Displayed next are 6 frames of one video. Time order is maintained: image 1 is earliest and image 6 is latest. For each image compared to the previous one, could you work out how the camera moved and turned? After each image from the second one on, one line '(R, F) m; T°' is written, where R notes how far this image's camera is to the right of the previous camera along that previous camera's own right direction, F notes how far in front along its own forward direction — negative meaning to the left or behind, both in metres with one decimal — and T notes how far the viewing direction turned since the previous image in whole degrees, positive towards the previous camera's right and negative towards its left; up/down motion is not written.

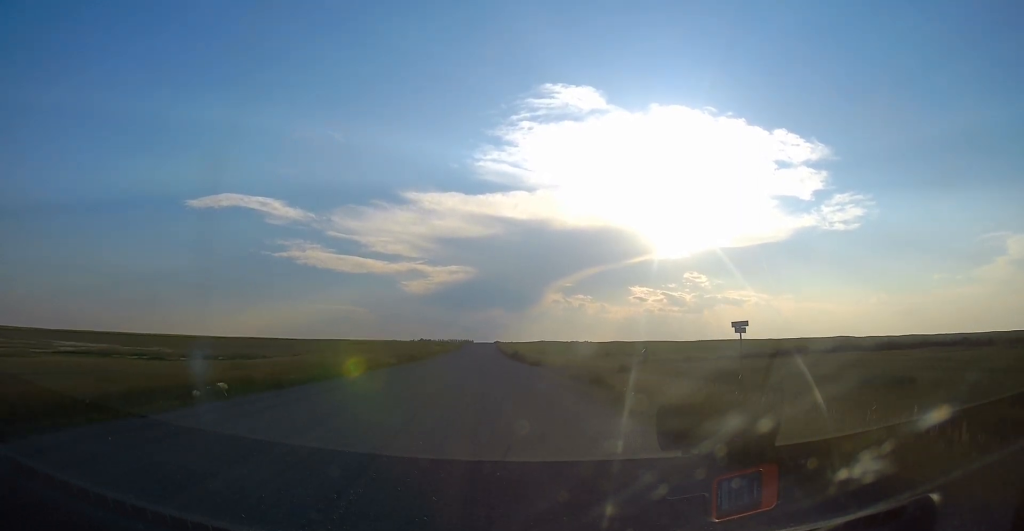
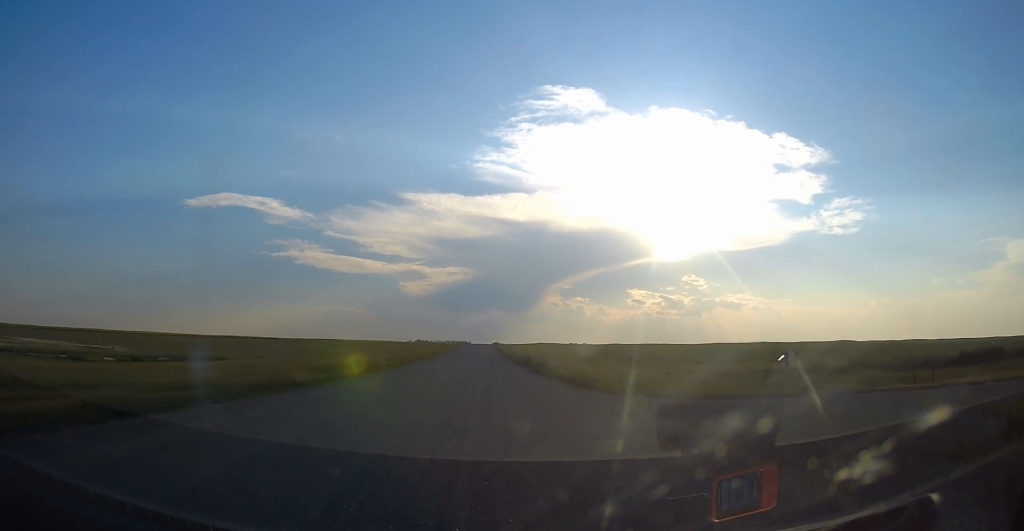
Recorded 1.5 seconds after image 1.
(0.0, +23.9) m; 0°
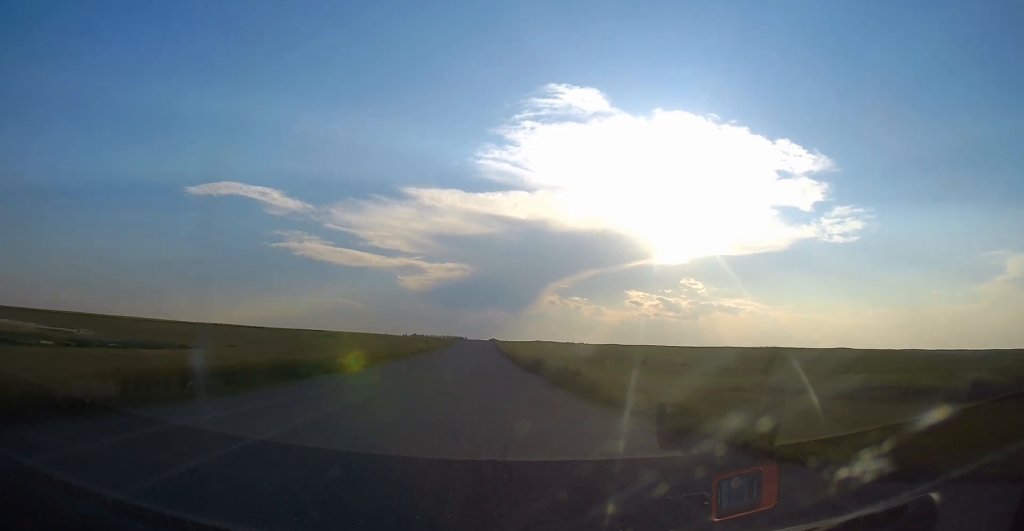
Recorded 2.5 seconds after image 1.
(0.0, +14.4) m; 0°
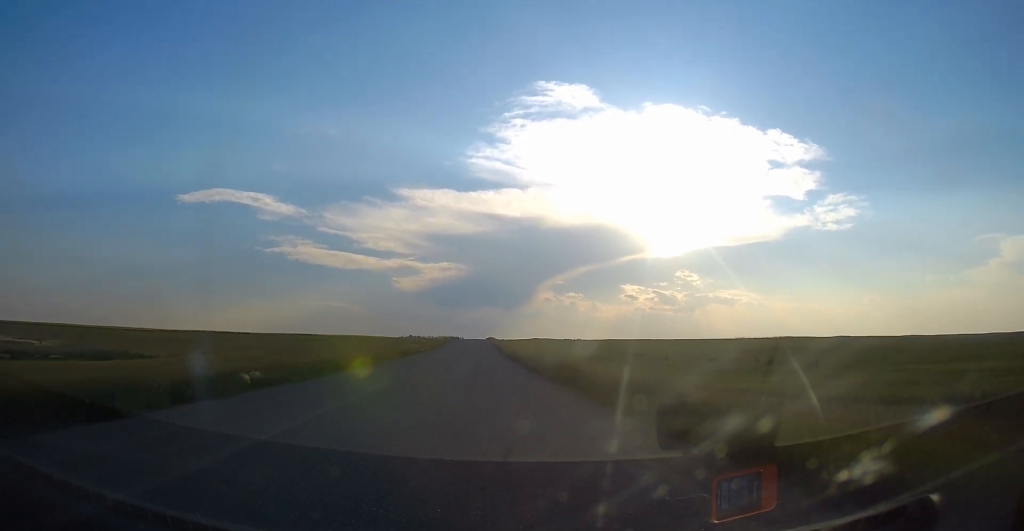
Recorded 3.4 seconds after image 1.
(0.0, +13.9) m; +1°
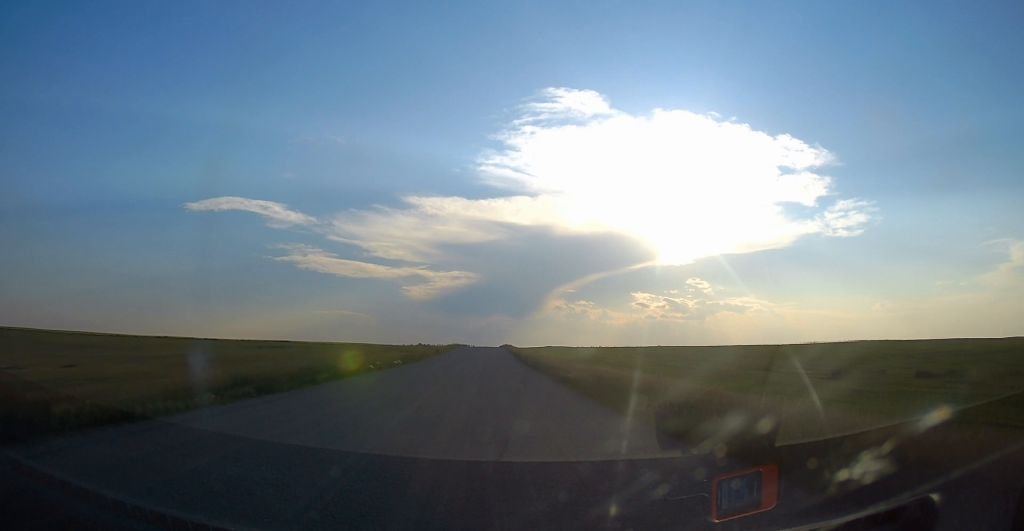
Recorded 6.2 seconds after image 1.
(+0.1, +43.1) m; -1°
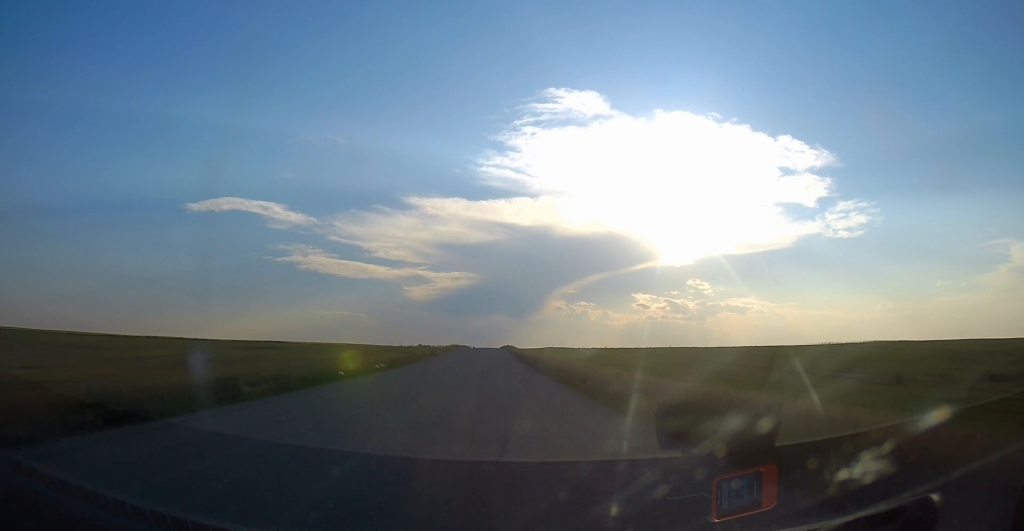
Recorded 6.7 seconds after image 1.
(0.0, +8.2) m; 0°
